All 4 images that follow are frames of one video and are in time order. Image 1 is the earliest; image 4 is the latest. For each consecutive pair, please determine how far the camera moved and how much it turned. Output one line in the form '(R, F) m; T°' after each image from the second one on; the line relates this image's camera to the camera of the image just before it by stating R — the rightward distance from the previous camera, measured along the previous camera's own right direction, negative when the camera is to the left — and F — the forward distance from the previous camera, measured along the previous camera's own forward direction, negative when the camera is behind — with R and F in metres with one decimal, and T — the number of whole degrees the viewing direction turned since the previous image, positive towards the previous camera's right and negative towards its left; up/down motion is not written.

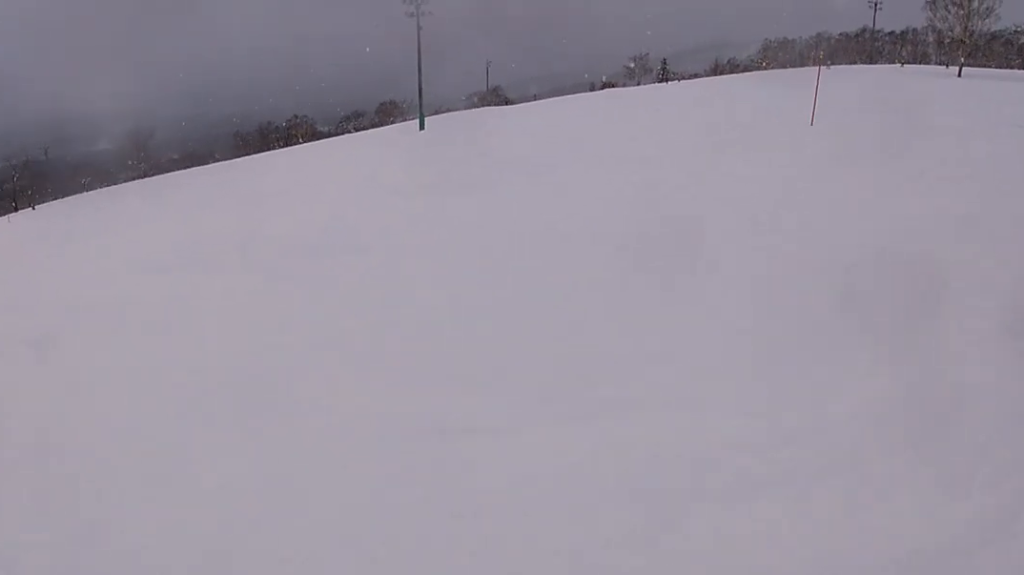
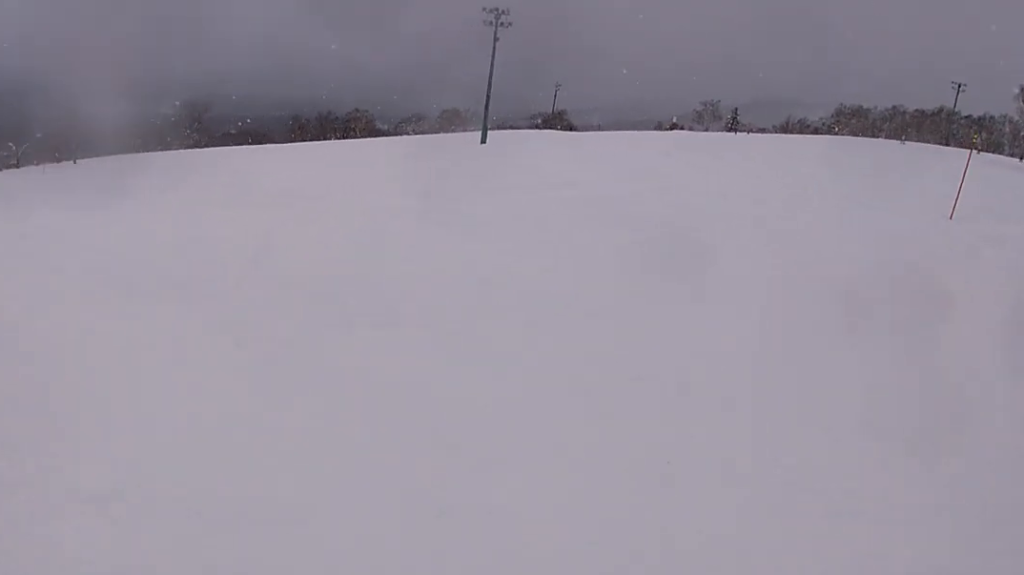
(-0.5, +3.1) m; -14°
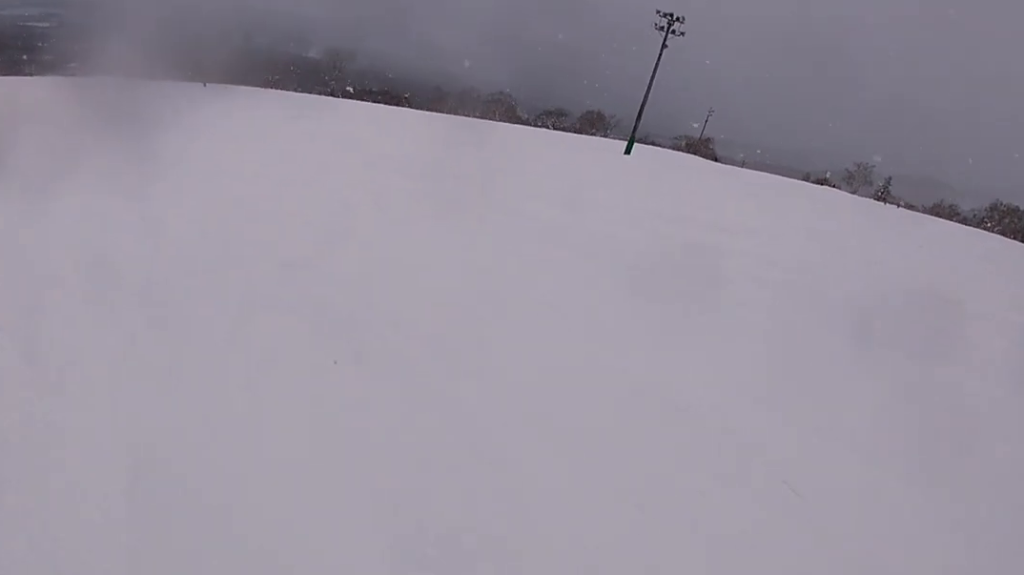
(+0.2, +3.4) m; -16°
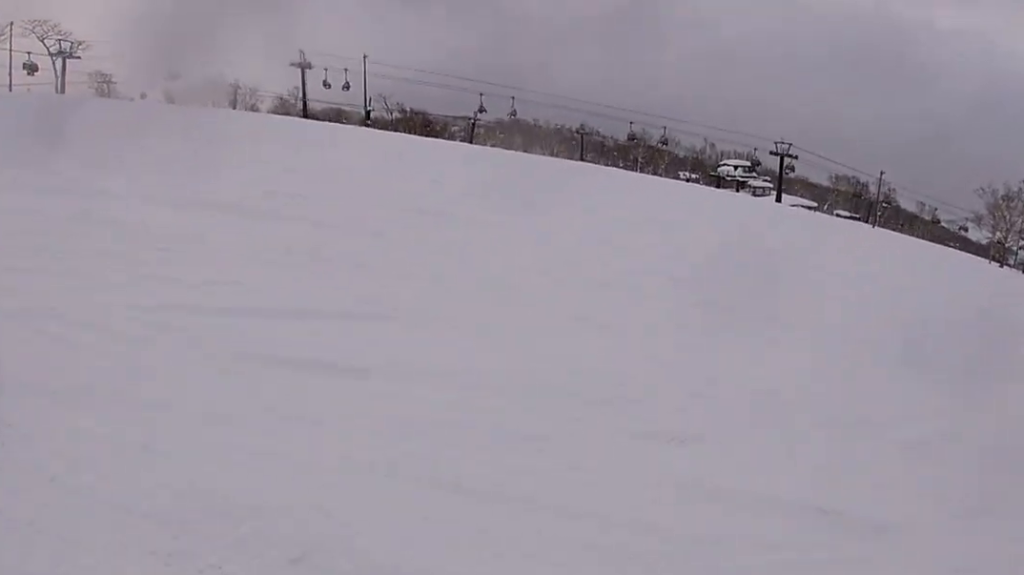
(-3.6, +8.5) m; -25°
